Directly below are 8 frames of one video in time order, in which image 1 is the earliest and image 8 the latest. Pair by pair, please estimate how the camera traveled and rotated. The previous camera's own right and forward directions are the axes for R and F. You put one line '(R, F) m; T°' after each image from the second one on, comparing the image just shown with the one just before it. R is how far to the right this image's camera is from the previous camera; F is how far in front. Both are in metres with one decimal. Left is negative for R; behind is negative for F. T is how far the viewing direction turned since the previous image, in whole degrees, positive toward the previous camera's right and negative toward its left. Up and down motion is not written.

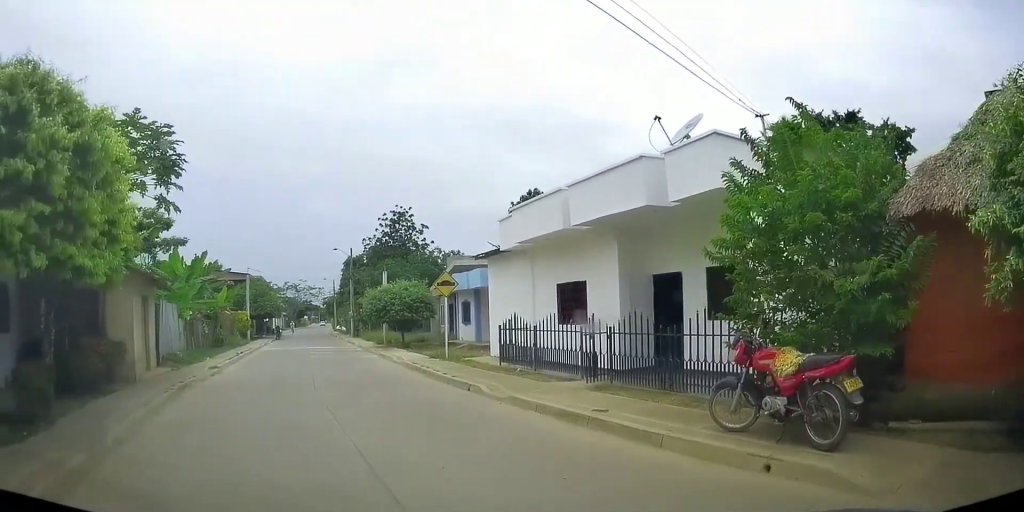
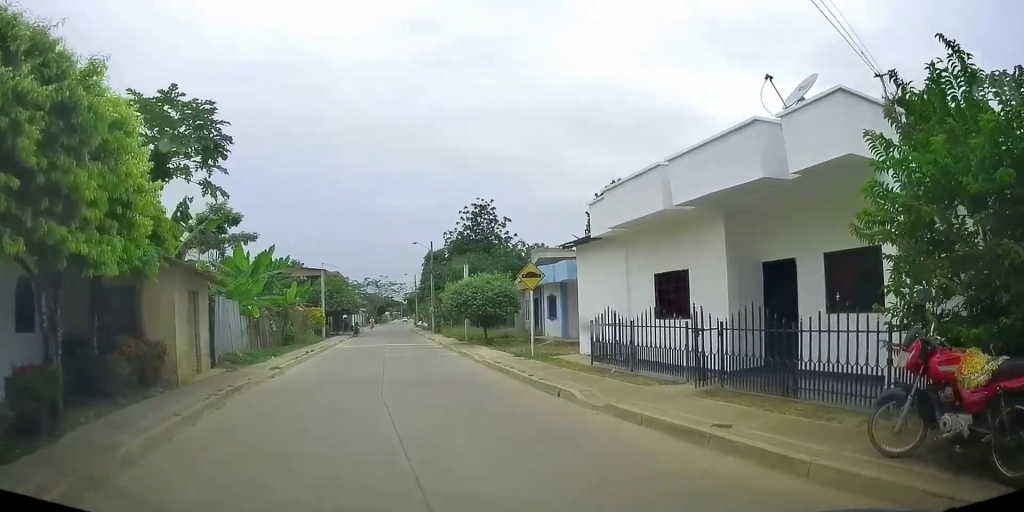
(-0.2, +1.4) m; -1°
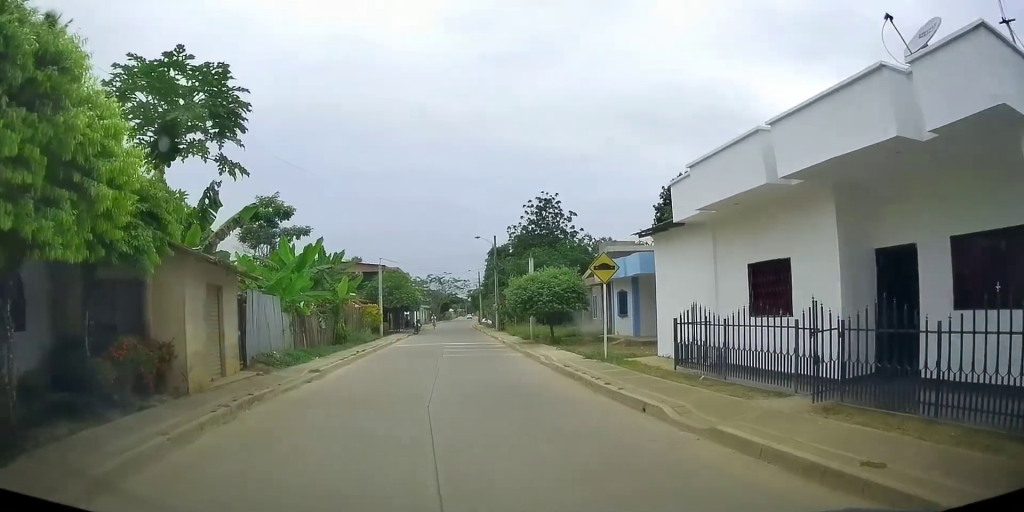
(-0.2, +1.5) m; -1°
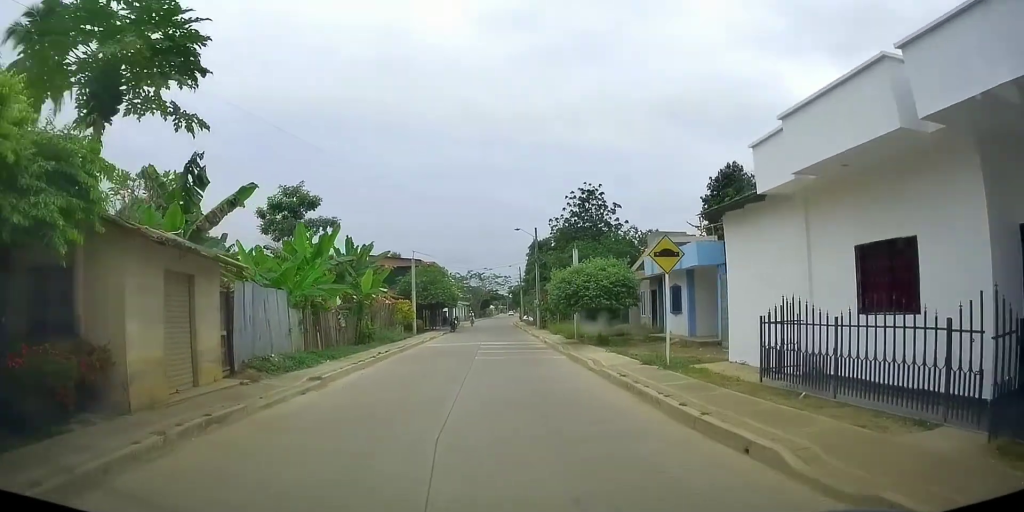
(+0.1, +2.3) m; -2°
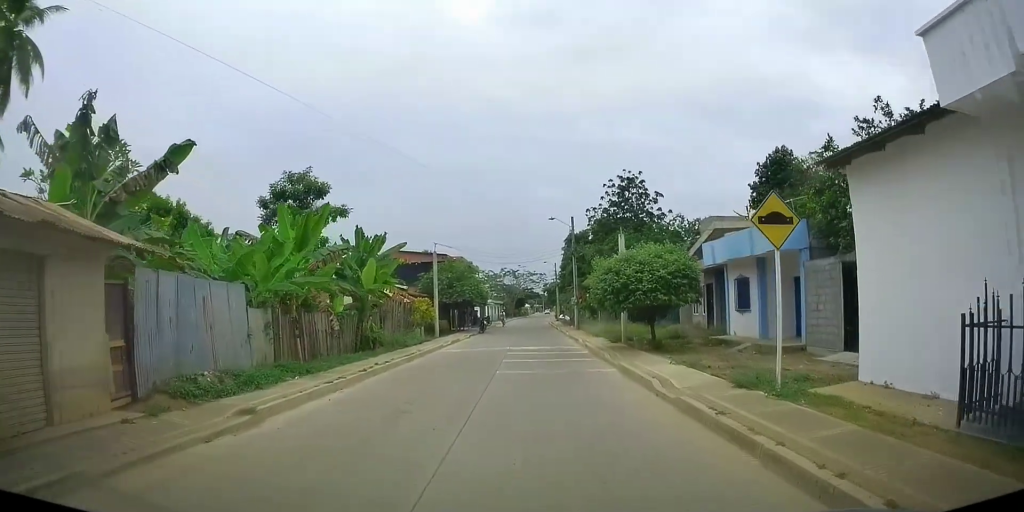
(+0.1, +4.1) m; -3°
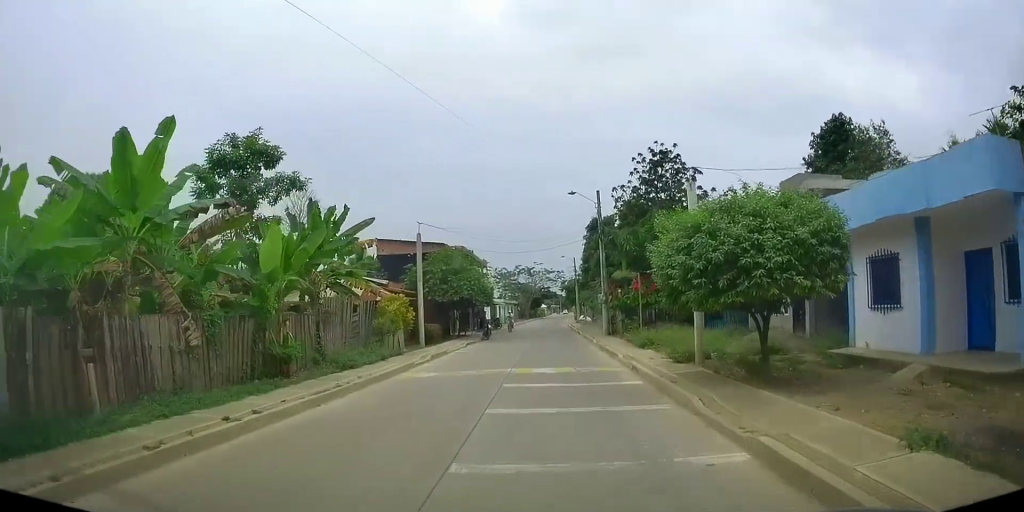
(-0.3, +8.4) m; -7°
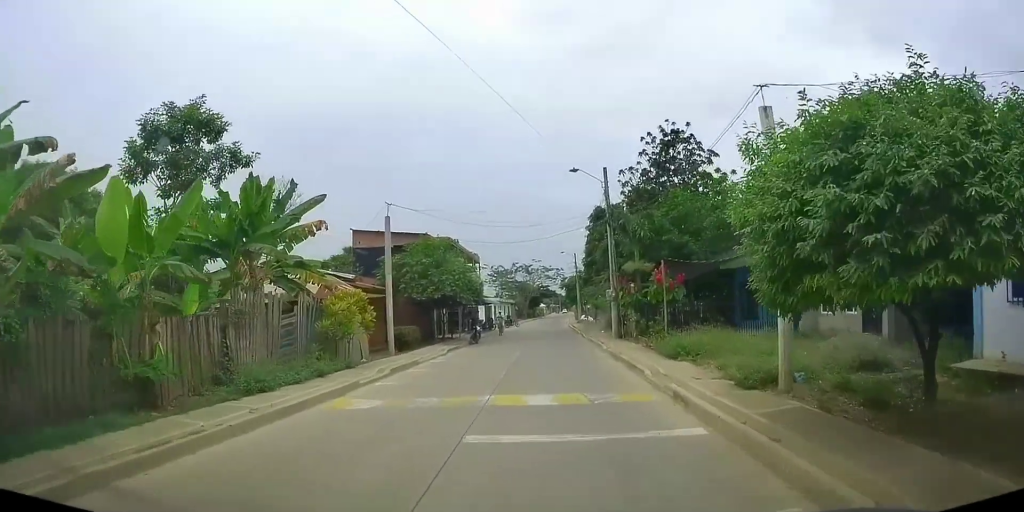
(-0.4, +4.5) m; -3°
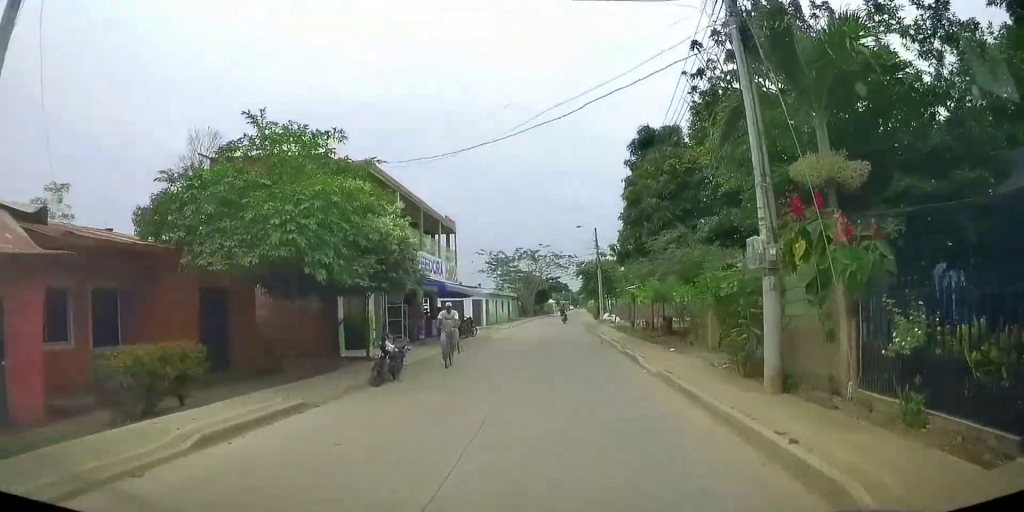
(-0.2, +16.0) m; -1°
